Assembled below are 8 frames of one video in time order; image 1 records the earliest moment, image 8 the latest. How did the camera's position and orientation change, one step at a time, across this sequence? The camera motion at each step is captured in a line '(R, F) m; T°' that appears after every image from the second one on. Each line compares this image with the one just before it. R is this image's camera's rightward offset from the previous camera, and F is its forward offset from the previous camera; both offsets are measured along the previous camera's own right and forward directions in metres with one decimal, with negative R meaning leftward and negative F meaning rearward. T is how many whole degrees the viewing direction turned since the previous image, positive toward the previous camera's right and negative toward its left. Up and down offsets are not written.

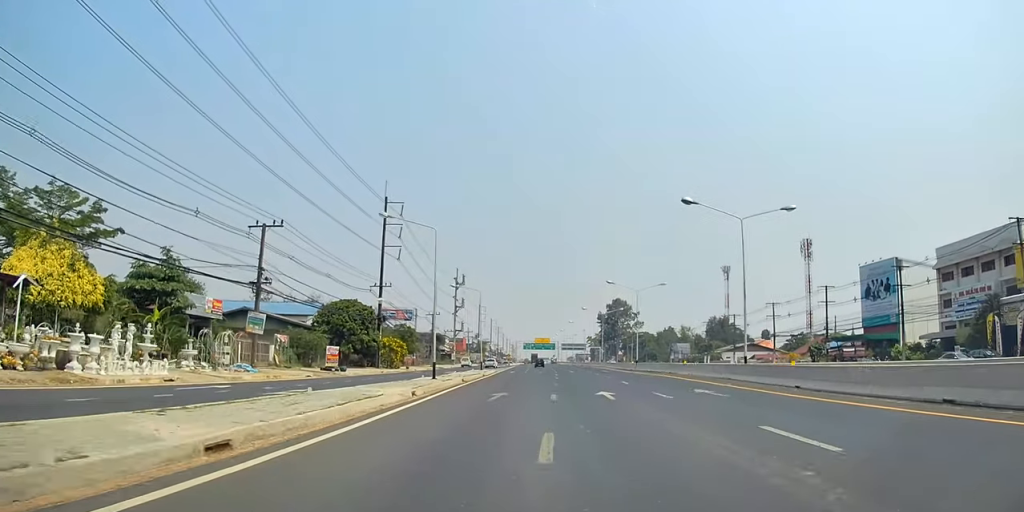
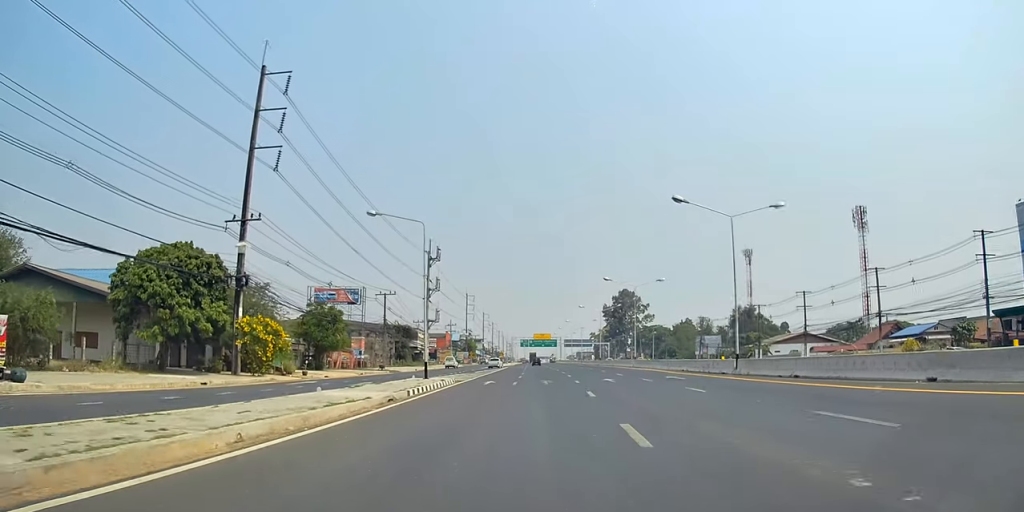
(-0.3, +37.0) m; -1°
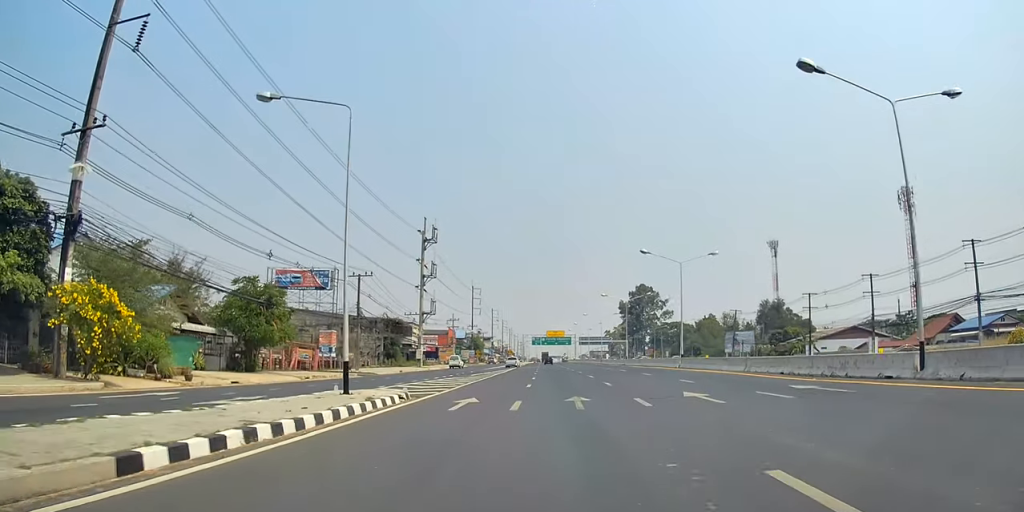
(+0.1, +17.3) m; +1°
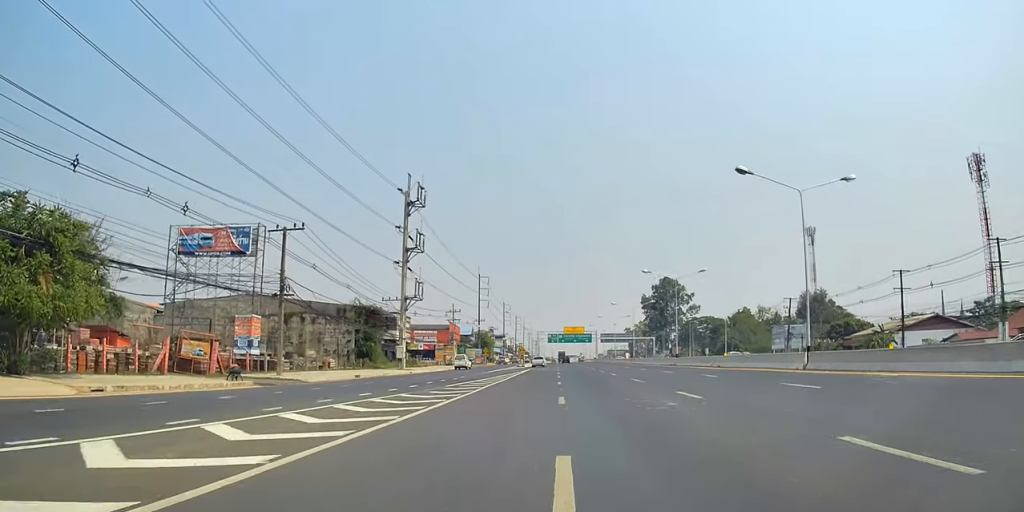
(0.0, +24.2) m; -1°
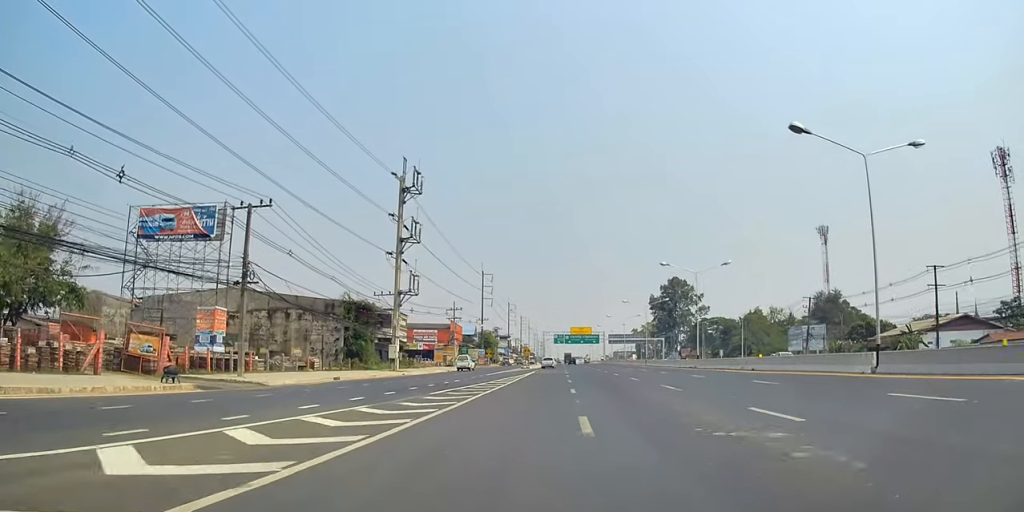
(0.0, +6.8) m; -1°
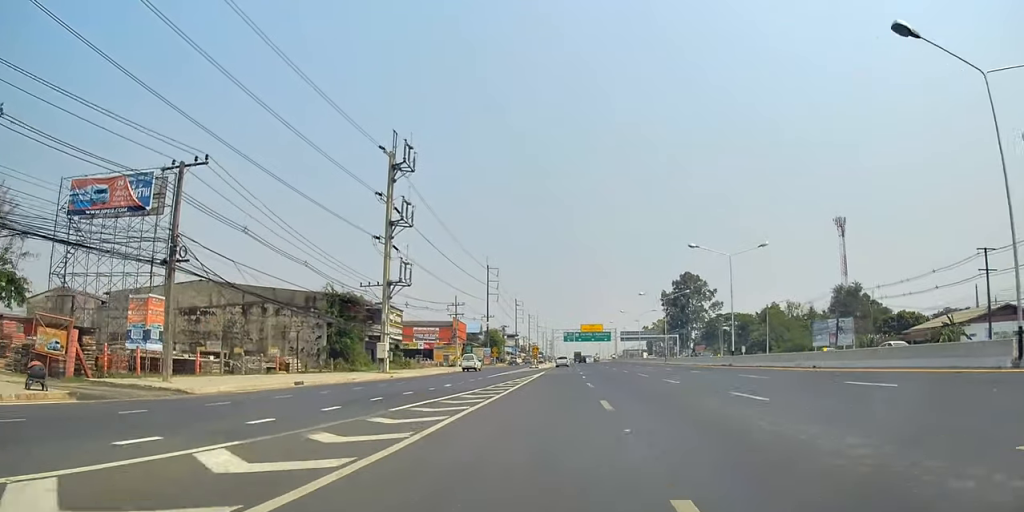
(-0.2, +8.4) m; -1°
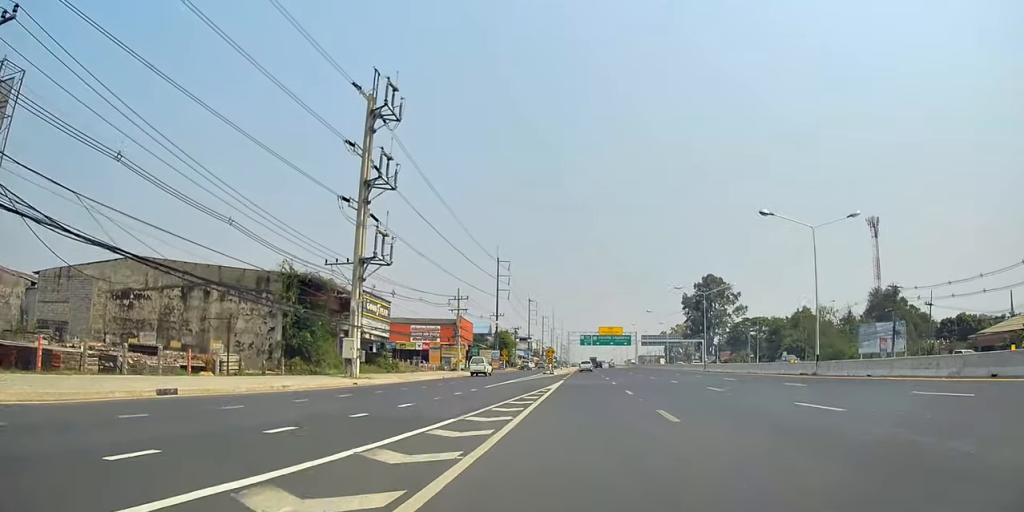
(-0.1, +14.5) m; 0°
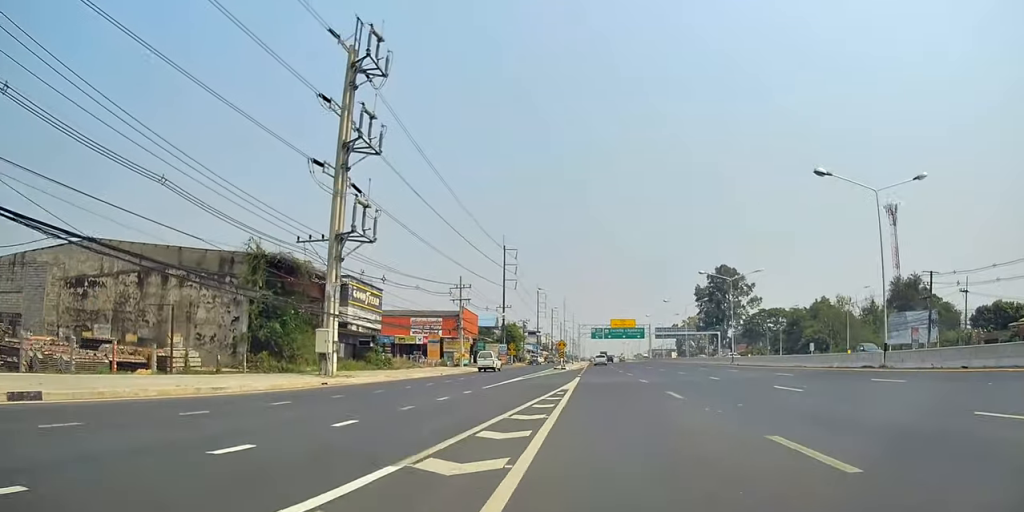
(0.0, +8.2) m; 0°
